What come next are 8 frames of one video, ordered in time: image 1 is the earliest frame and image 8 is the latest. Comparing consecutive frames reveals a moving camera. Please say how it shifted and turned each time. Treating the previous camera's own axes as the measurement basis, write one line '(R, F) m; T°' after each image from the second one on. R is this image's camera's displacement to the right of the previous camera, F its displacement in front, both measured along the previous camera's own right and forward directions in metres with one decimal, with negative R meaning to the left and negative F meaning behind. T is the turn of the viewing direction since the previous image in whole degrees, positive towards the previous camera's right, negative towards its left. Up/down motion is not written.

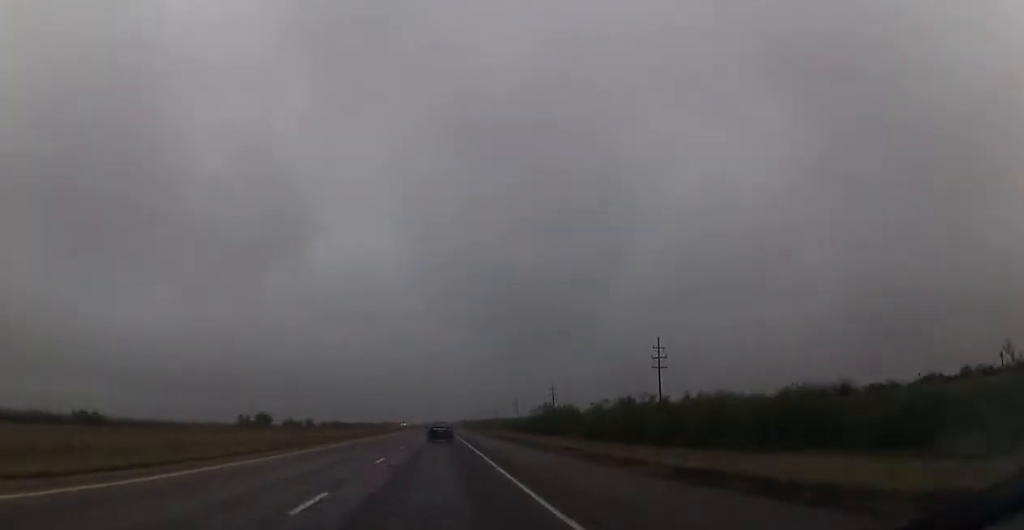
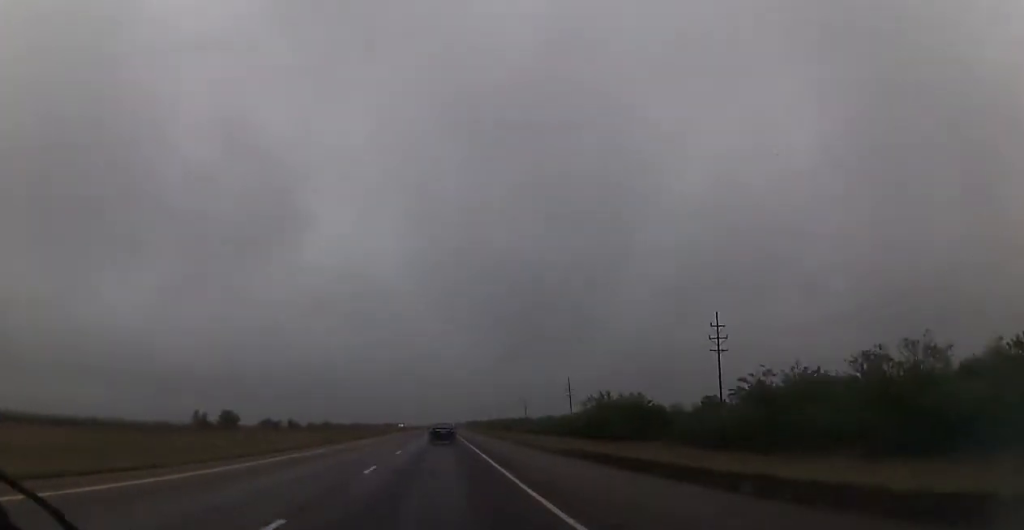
(+0.1, +27.8) m; 0°
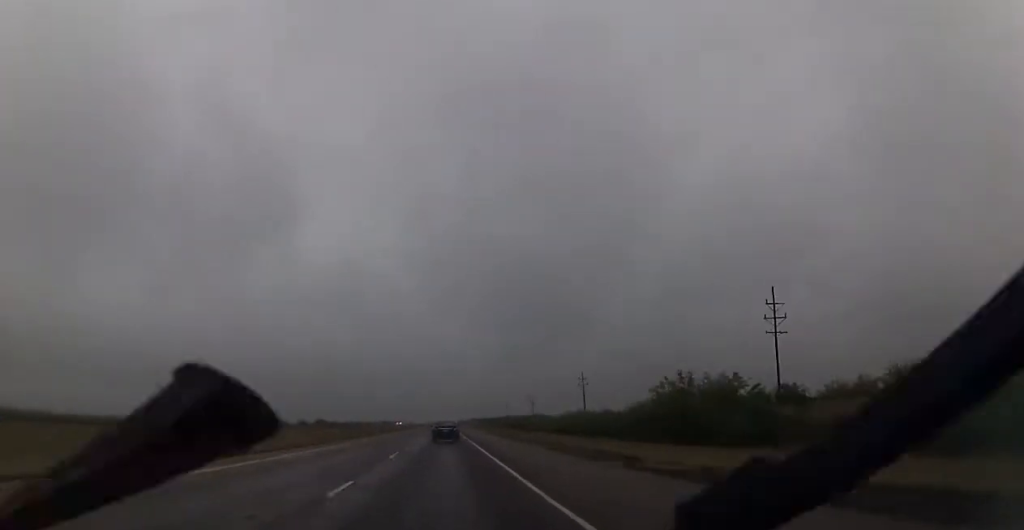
(-0.2, +18.1) m; 0°
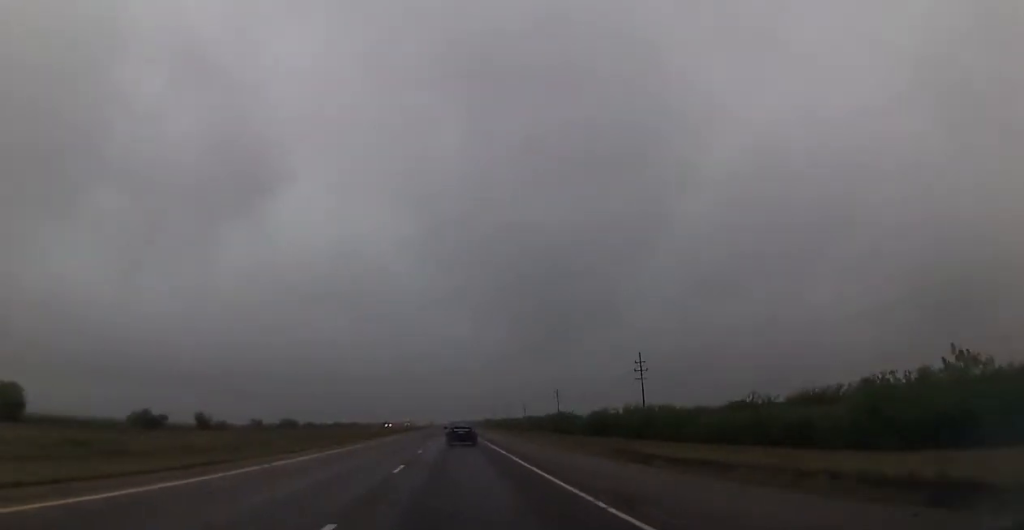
(-0.1, +54.5) m; -1°
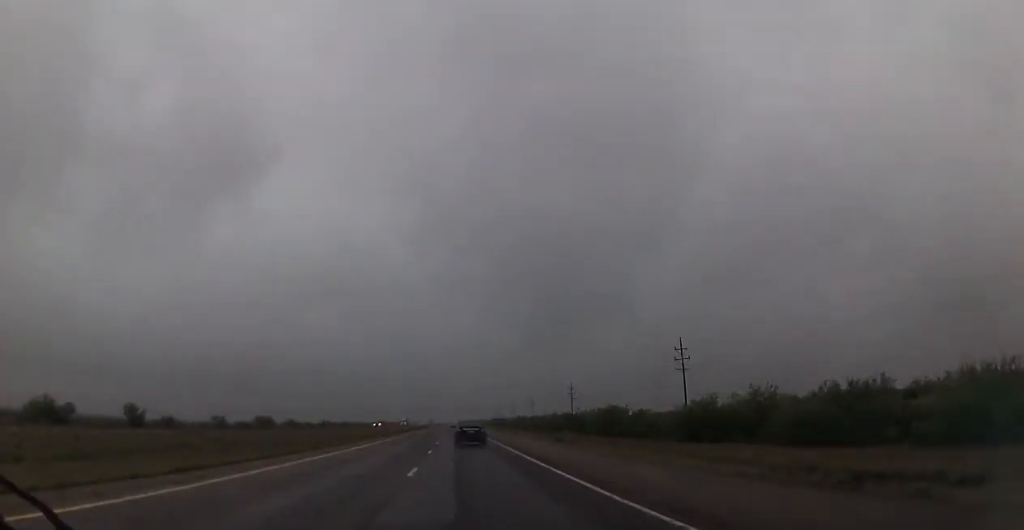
(-0.2, +25.5) m; -1°
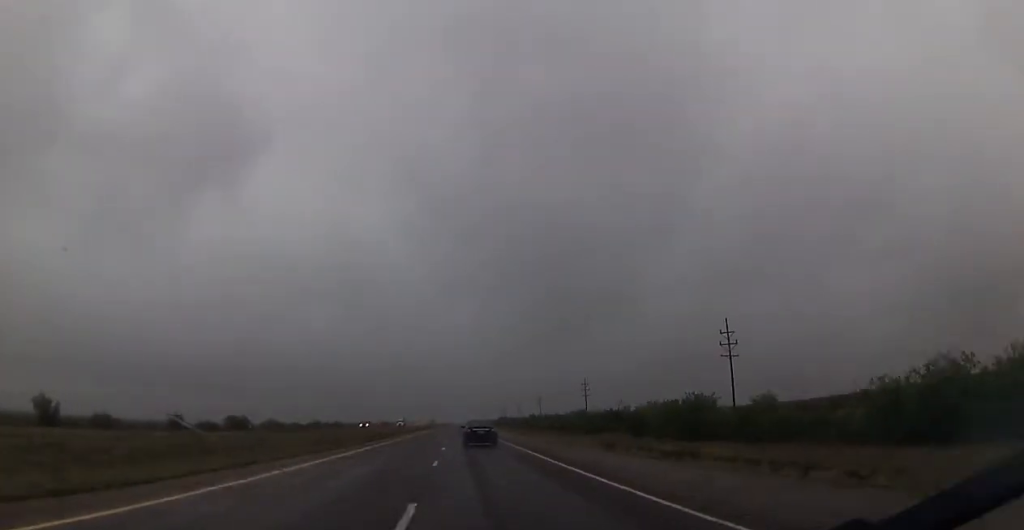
(-0.2, +20.6) m; 0°
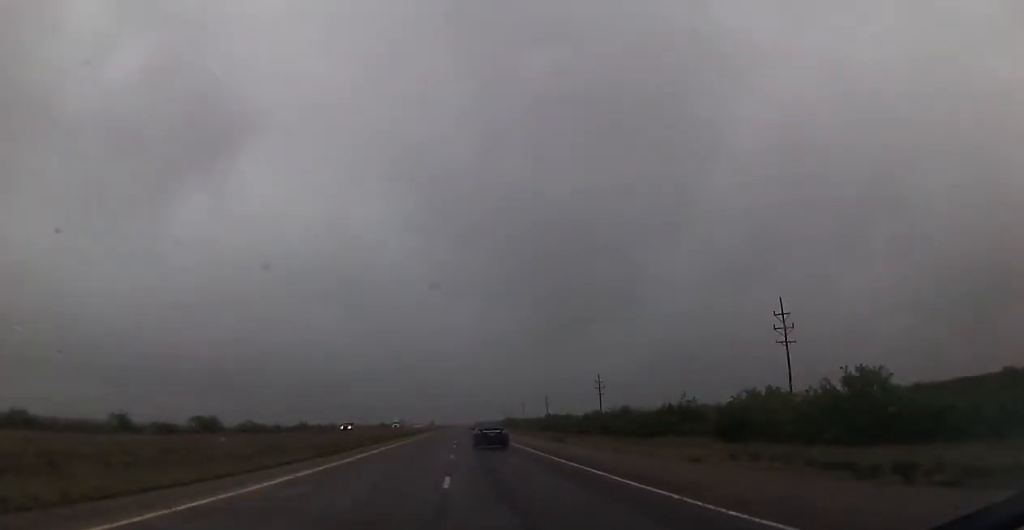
(-0.2, +18.2) m; 0°
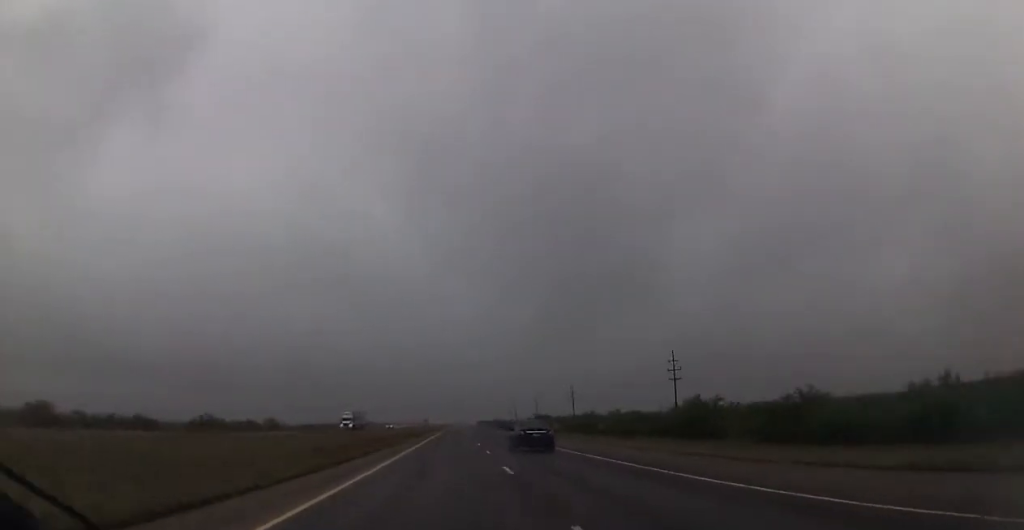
(+0.5, +69.0) m; 0°
